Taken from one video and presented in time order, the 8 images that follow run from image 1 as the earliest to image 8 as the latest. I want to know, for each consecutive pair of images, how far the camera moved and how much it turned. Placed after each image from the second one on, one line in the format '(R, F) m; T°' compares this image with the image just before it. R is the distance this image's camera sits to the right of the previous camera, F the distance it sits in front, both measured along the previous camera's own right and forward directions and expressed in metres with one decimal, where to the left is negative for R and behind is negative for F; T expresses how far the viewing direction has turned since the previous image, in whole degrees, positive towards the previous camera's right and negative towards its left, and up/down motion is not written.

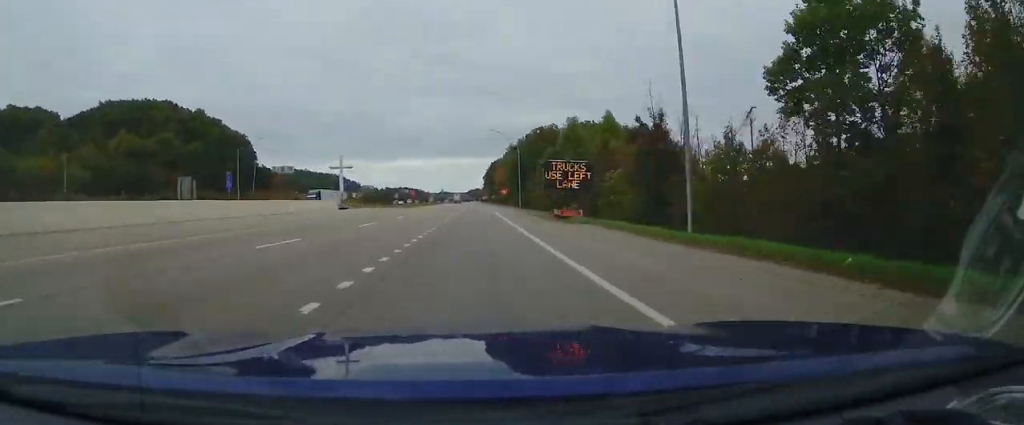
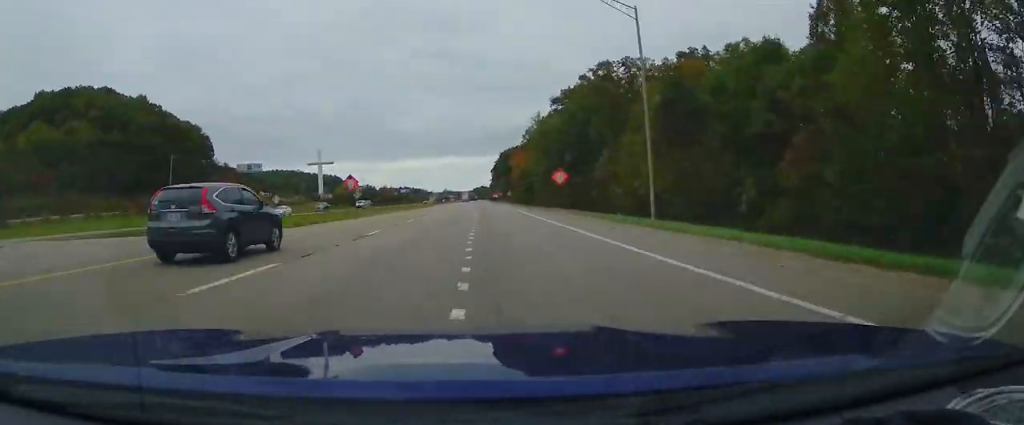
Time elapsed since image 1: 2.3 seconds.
(+0.3, +71.2) m; 0°
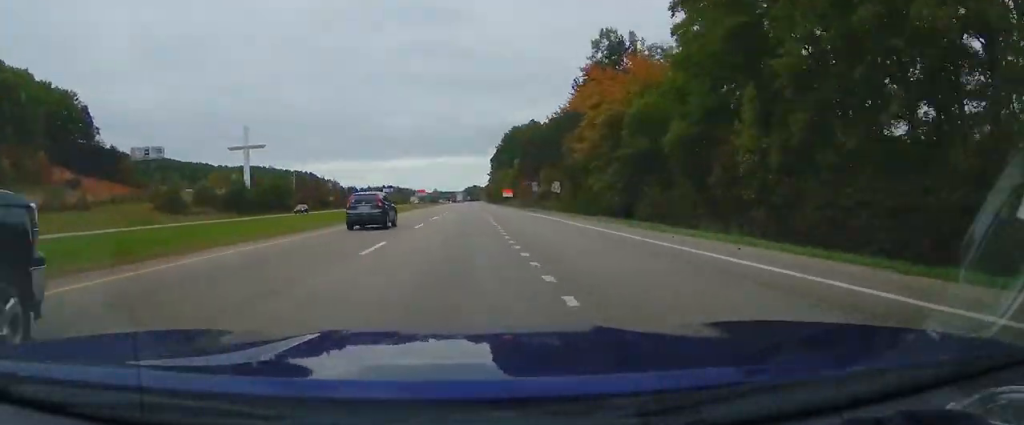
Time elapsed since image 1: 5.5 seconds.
(-0.2, +106.3) m; 0°
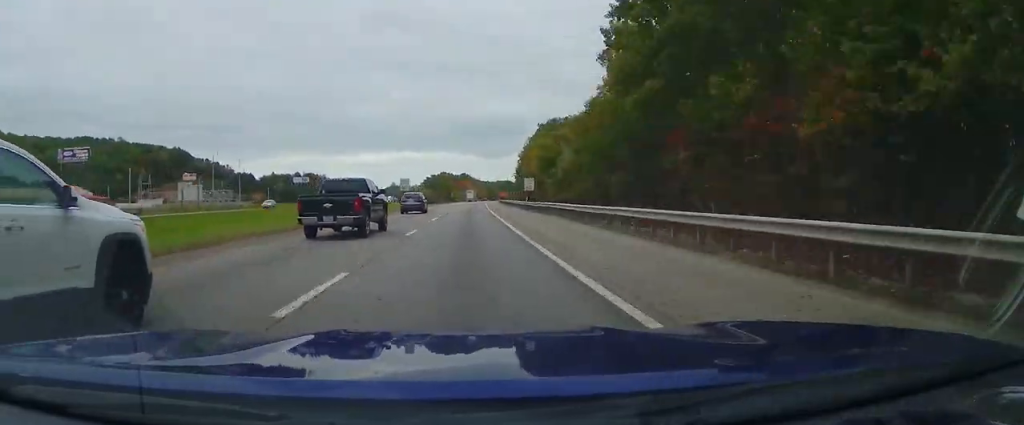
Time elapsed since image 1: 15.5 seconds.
(+9.9, +342.2) m; +4°
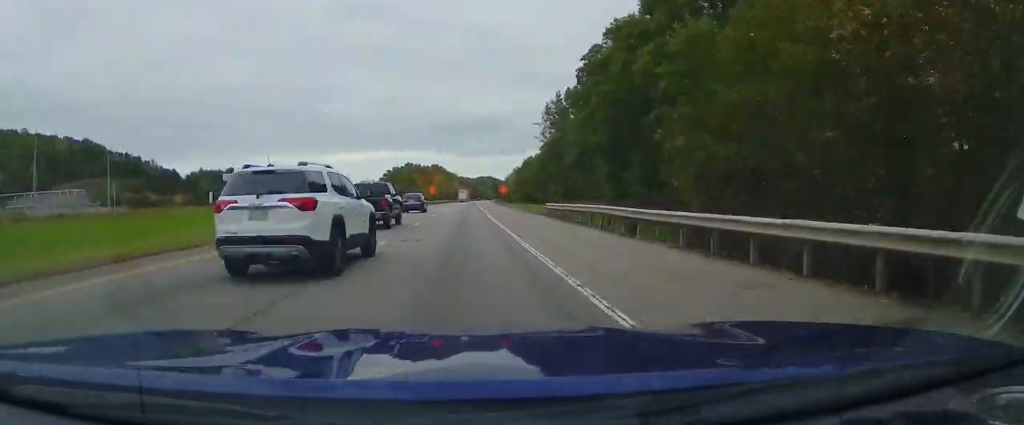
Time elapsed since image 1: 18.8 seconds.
(+1.8, +114.8) m; +2°
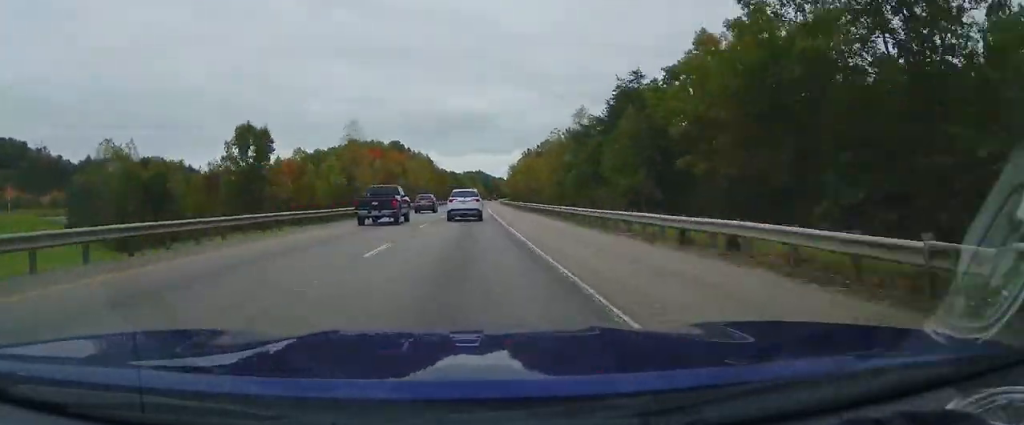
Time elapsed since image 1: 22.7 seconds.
(+2.3, +135.0) m; +2°
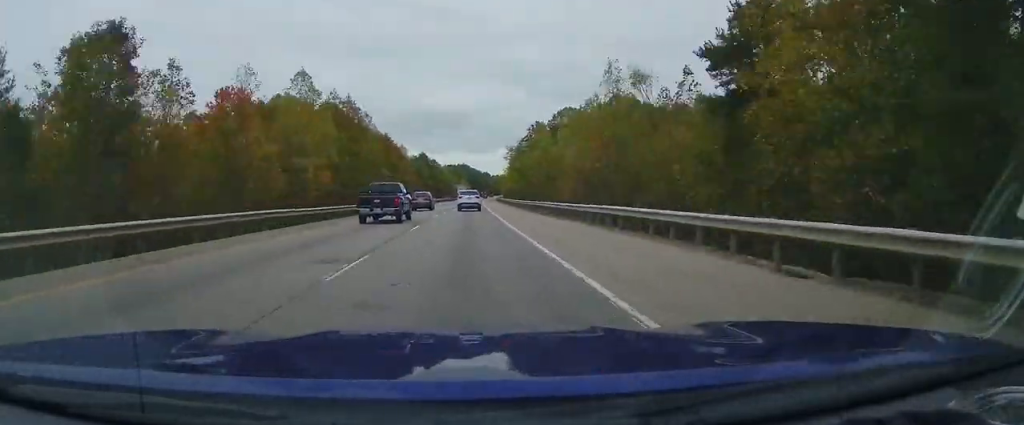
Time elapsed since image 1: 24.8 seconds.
(+0.4, +75.7) m; +1°
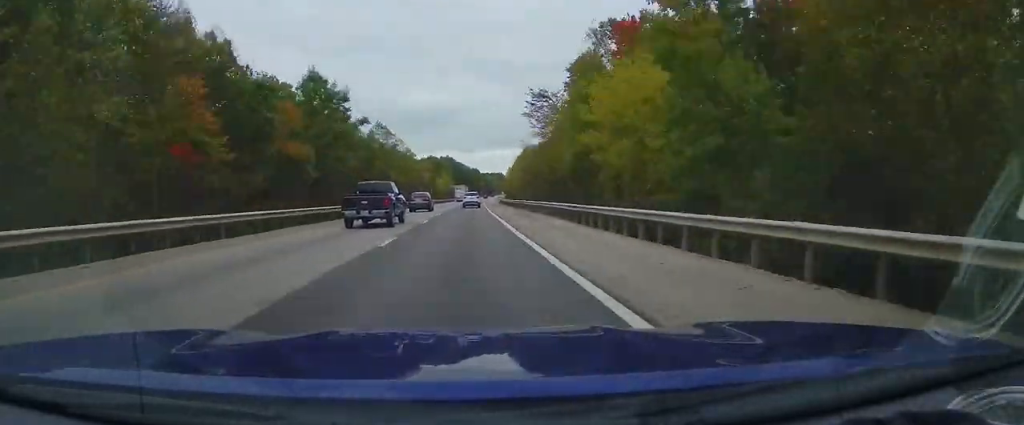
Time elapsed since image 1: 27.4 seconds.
(+1.3, +89.7) m; +2°
